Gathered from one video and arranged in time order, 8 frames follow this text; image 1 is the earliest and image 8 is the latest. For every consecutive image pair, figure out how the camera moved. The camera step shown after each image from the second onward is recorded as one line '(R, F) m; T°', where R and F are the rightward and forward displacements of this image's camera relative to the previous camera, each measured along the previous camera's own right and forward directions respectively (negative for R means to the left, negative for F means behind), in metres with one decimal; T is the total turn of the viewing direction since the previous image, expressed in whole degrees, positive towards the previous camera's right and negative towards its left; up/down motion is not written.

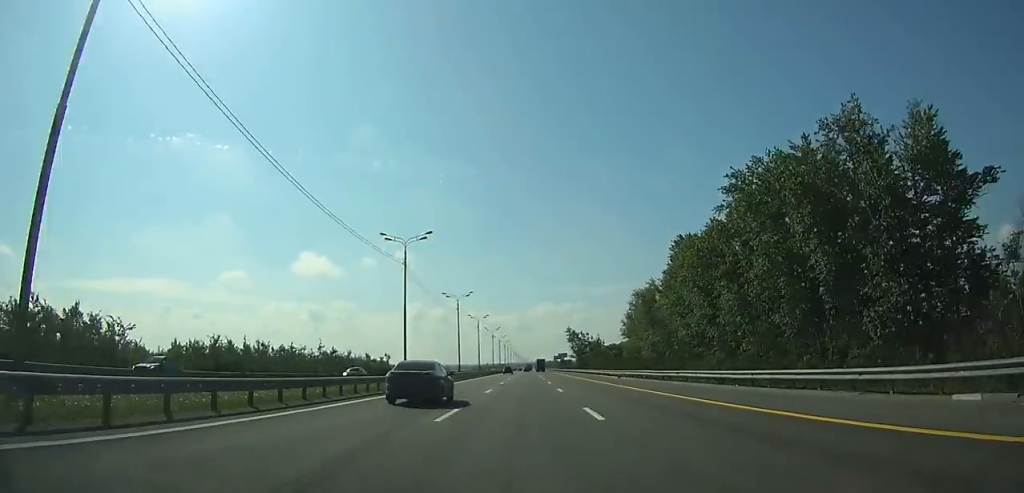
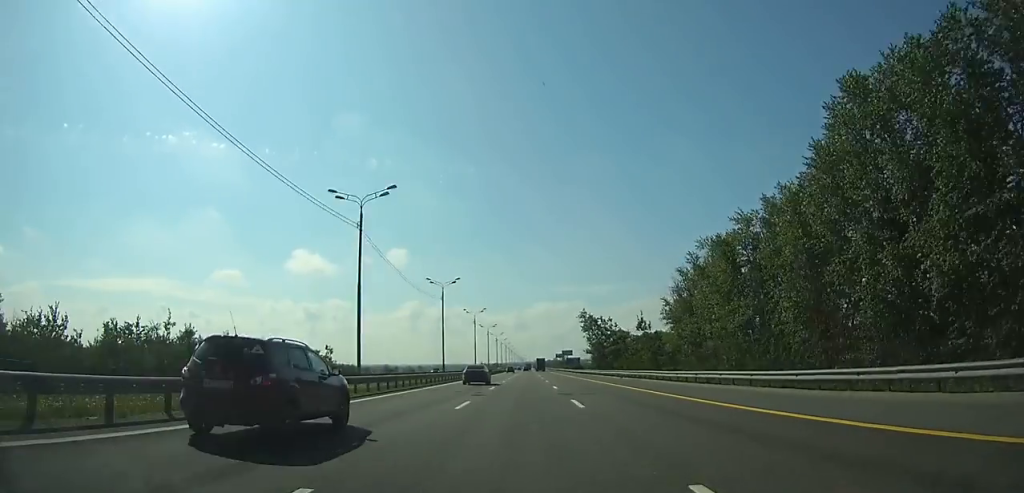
(0.0, +60.1) m; 0°
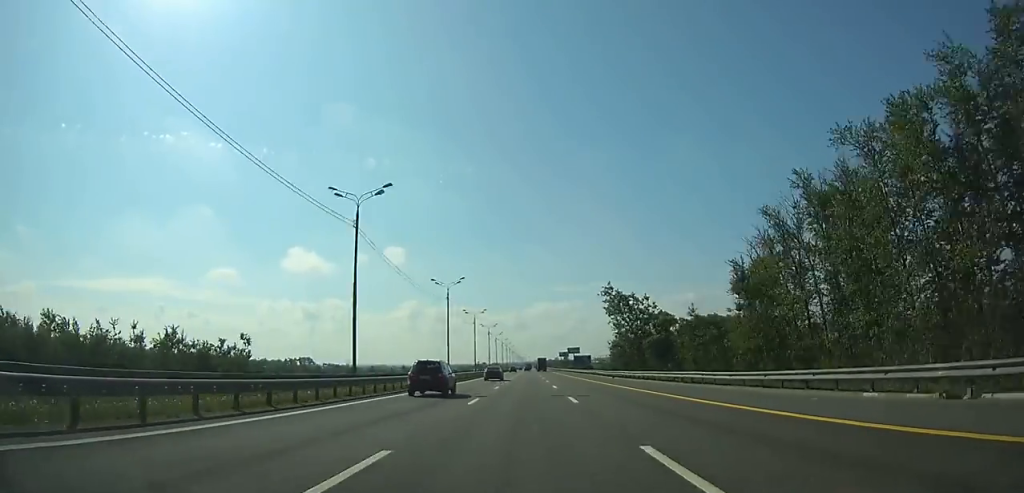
(0.0, +45.3) m; 0°
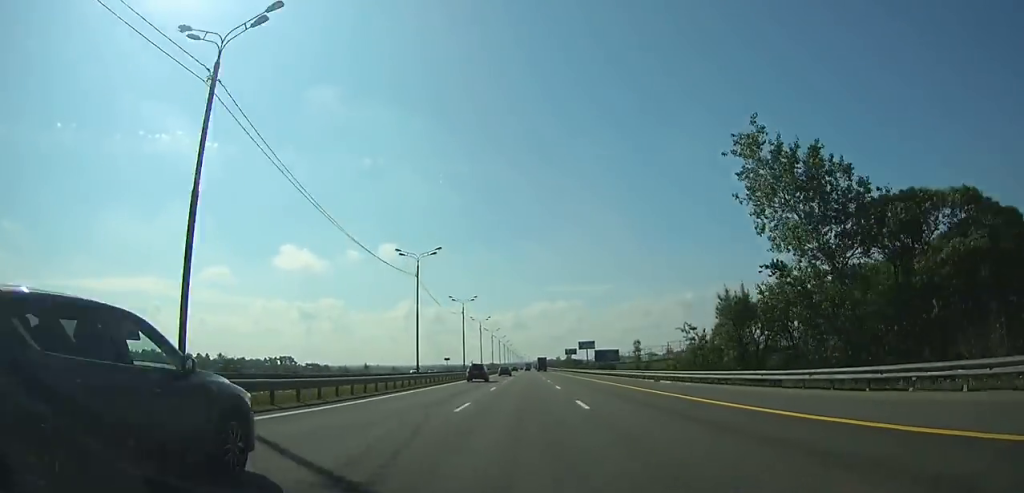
(0.0, +68.0) m; 0°
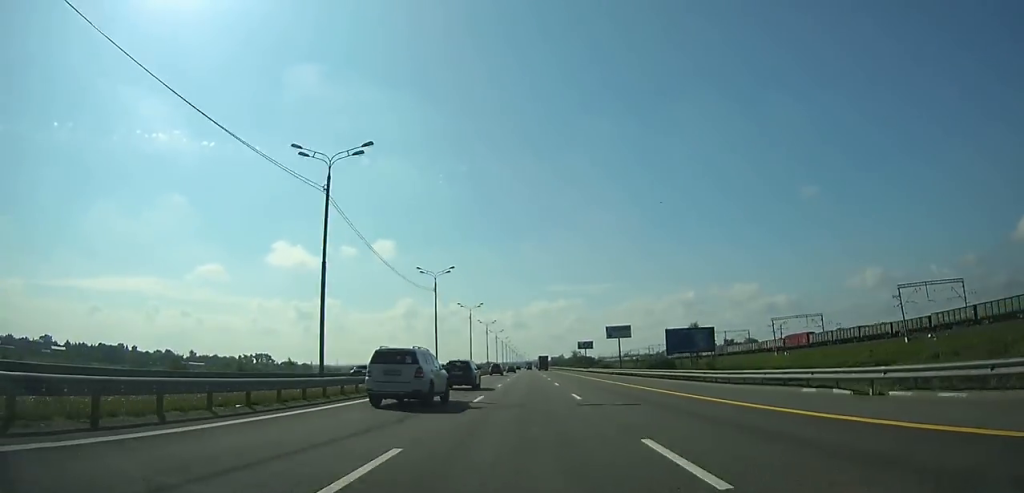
(0.0, +75.8) m; 0°
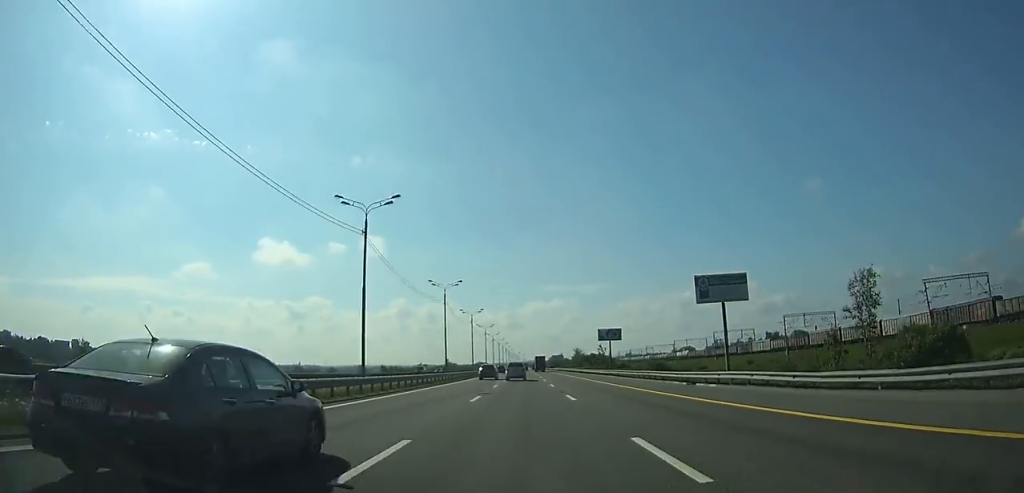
(0.0, +78.5) m; 0°
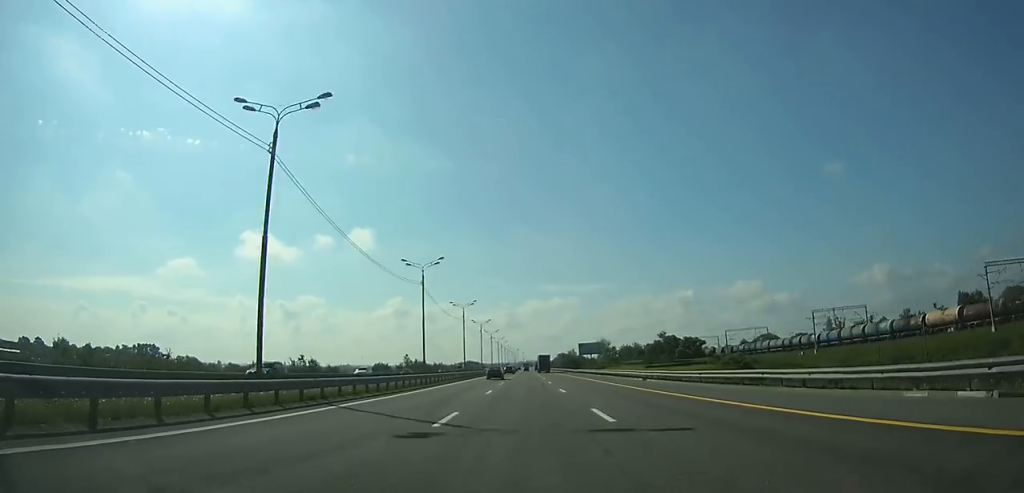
(0.0, +152.9) m; 0°
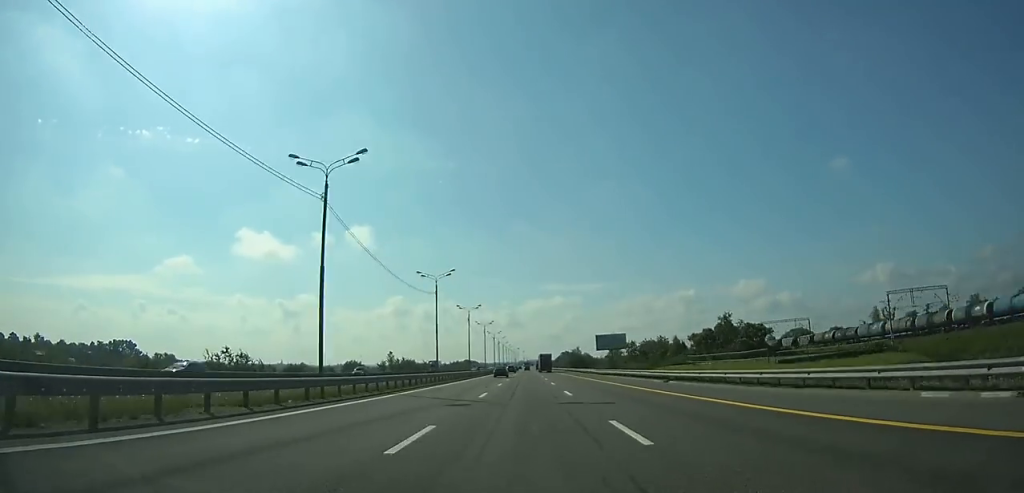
(+0.1, +35.8) m; 0°
